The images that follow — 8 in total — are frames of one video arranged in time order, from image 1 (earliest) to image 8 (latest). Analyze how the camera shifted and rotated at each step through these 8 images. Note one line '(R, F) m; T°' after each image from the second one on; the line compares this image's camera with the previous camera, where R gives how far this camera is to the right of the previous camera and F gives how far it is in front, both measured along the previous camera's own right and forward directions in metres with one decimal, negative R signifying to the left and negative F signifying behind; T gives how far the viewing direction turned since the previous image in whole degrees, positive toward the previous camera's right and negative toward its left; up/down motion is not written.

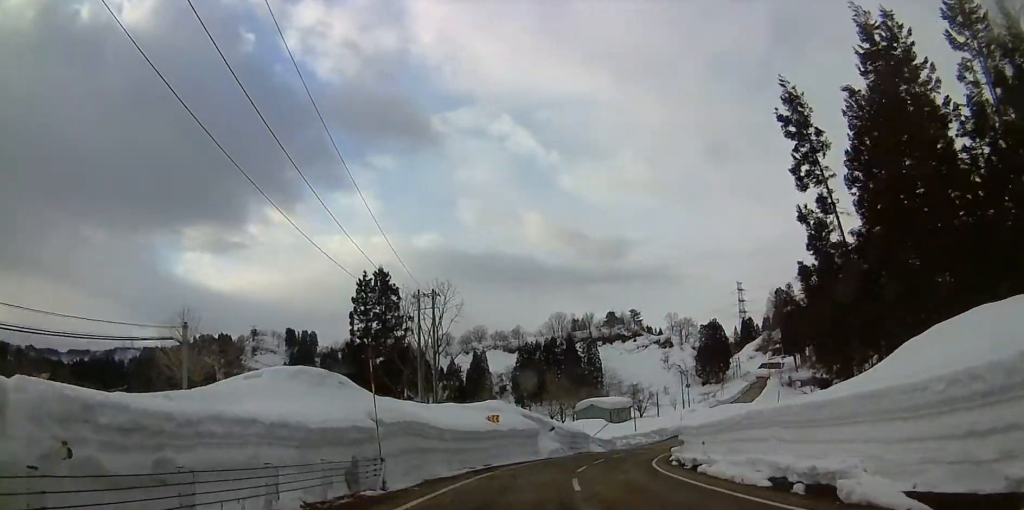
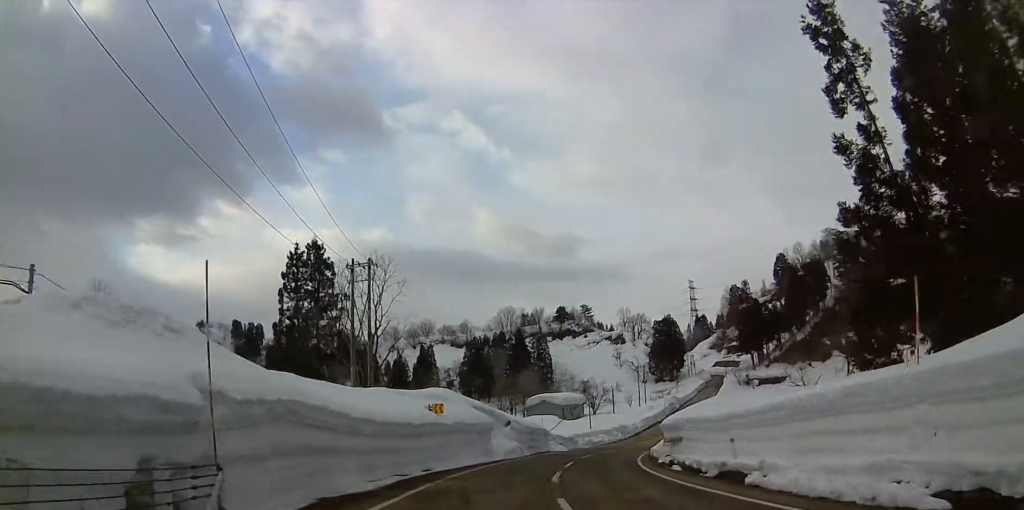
(0.0, +8.1) m; +3°
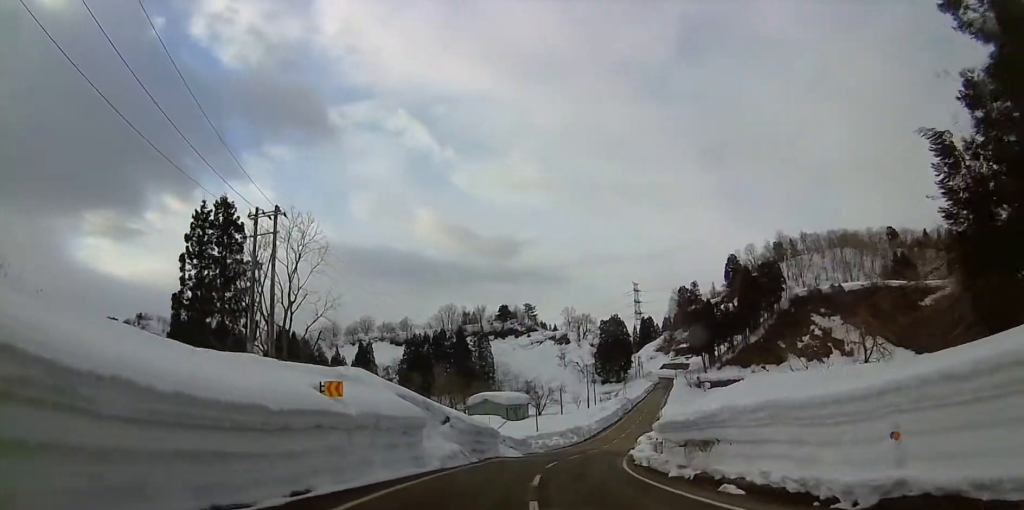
(+0.5, +10.1) m; +6°
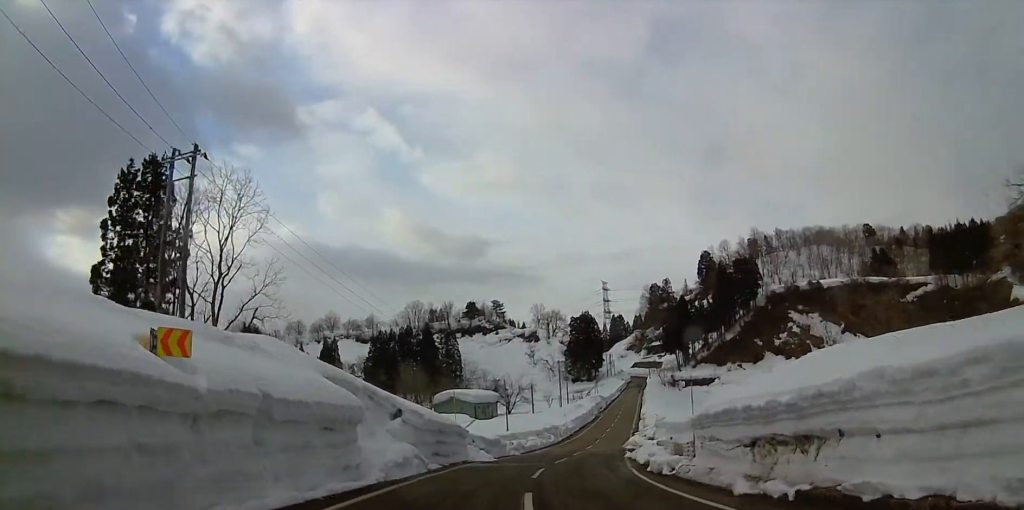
(+0.1, +7.7) m; +5°
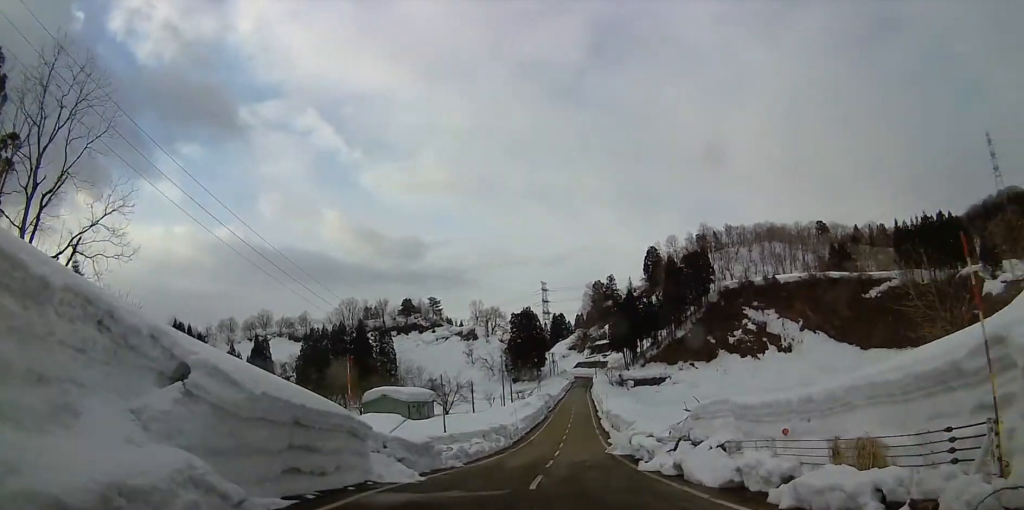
(+1.1, +14.7) m; +4°
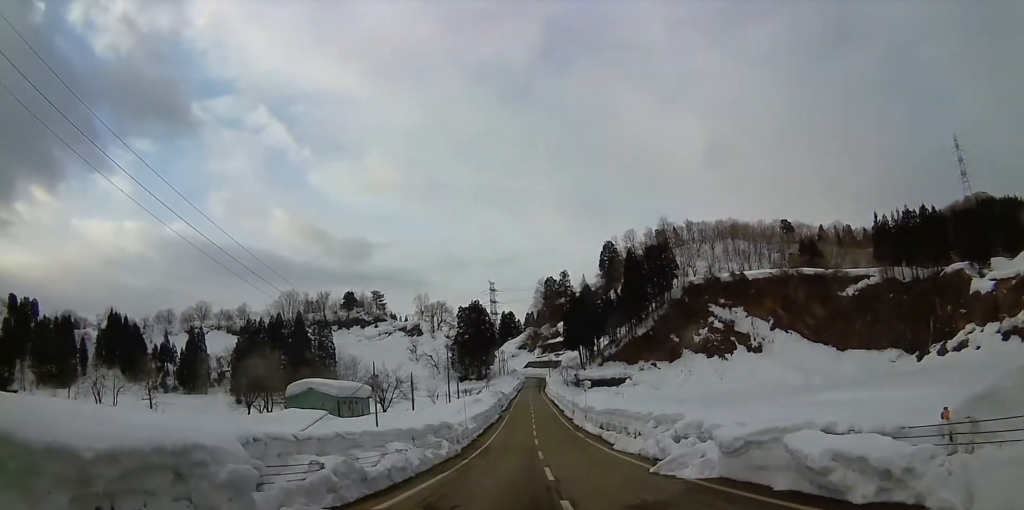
(+0.5, +18.8) m; +5°
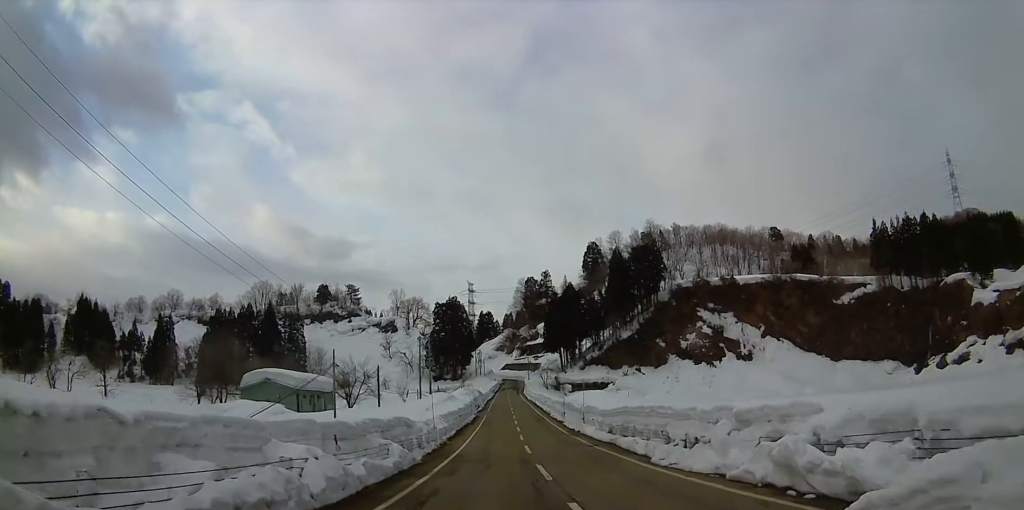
(+0.6, +11.1) m; +3°
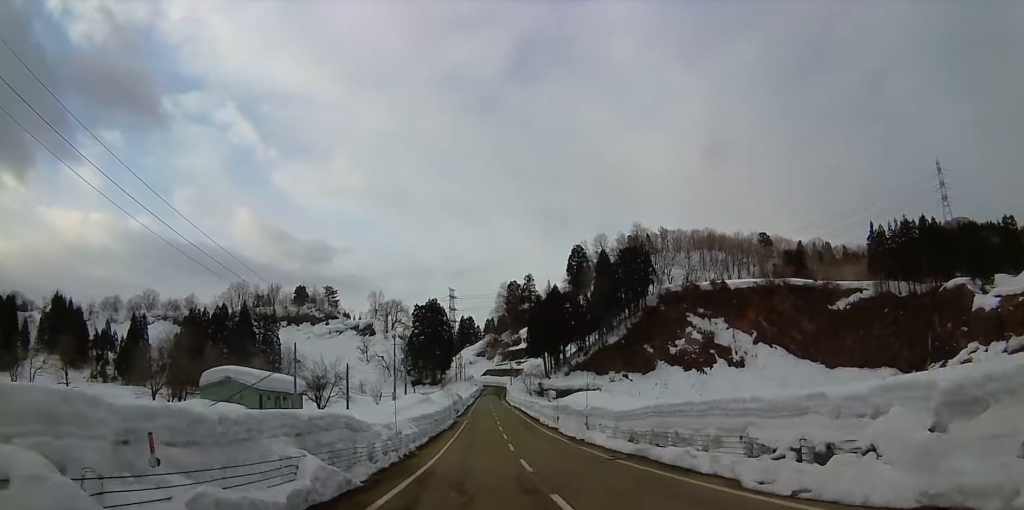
(0.0, +8.9) m; 0°
